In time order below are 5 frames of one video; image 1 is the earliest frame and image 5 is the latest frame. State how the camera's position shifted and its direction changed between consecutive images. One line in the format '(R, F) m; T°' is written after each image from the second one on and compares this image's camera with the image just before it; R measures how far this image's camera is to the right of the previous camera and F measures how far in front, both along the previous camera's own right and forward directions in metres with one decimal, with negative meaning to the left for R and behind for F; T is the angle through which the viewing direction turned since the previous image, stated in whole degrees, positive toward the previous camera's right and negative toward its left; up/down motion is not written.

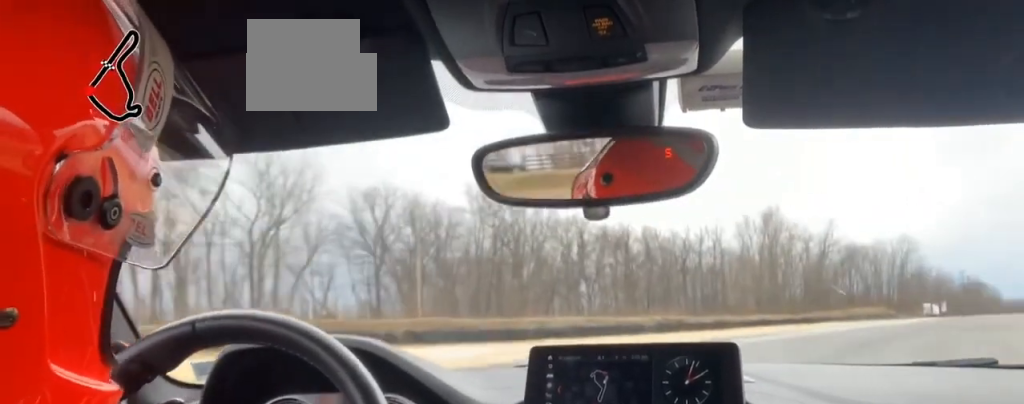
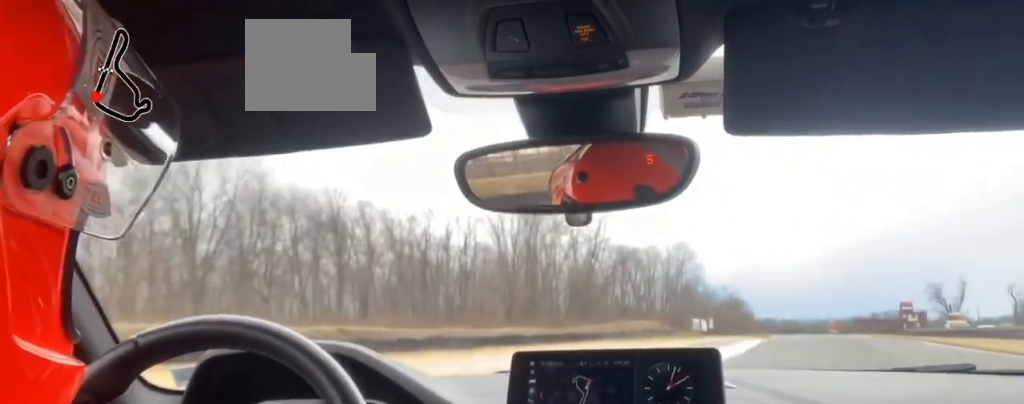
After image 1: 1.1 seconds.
(0.0, +37.3) m; +6°
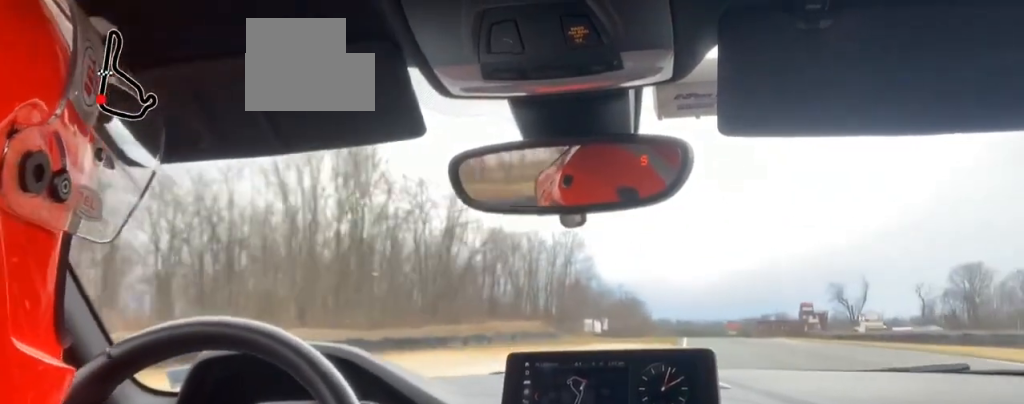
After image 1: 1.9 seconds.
(+1.5, +27.3) m; +10°
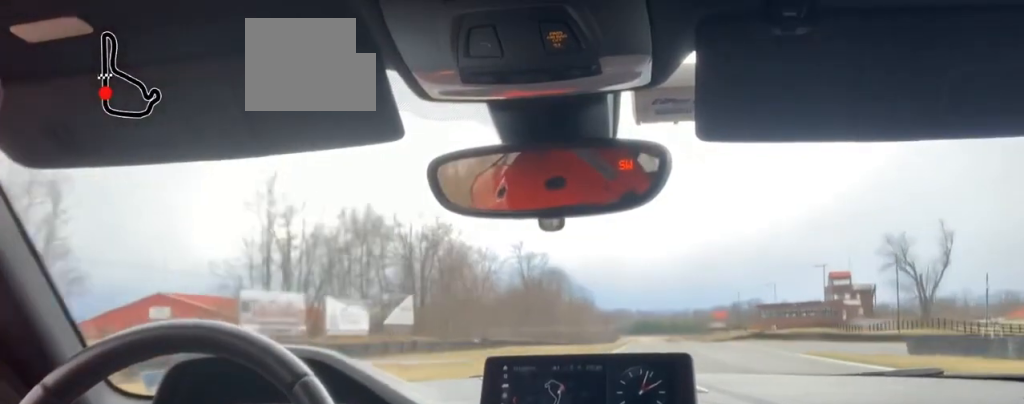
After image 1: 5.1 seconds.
(+16.0, +126.5) m; +6°
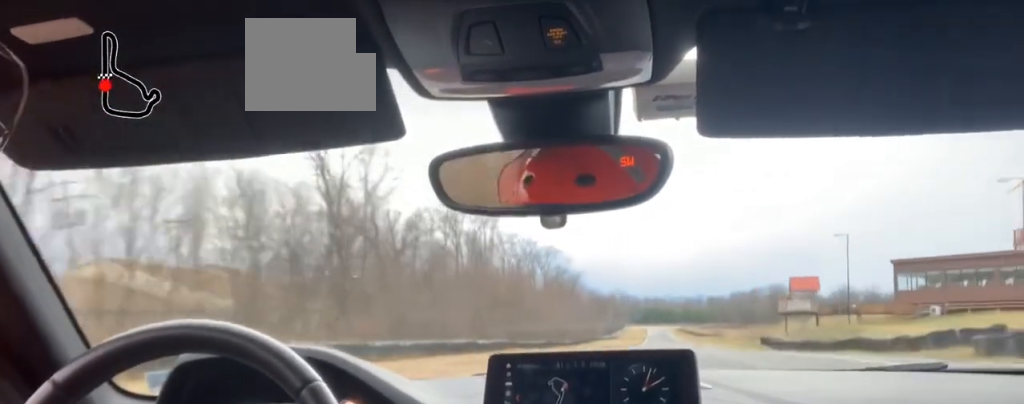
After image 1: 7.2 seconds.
(-0.7, +99.8) m; 0°
